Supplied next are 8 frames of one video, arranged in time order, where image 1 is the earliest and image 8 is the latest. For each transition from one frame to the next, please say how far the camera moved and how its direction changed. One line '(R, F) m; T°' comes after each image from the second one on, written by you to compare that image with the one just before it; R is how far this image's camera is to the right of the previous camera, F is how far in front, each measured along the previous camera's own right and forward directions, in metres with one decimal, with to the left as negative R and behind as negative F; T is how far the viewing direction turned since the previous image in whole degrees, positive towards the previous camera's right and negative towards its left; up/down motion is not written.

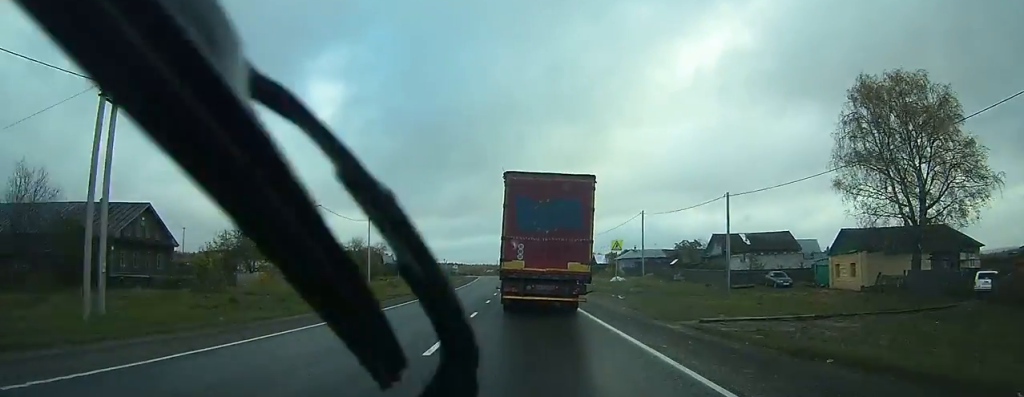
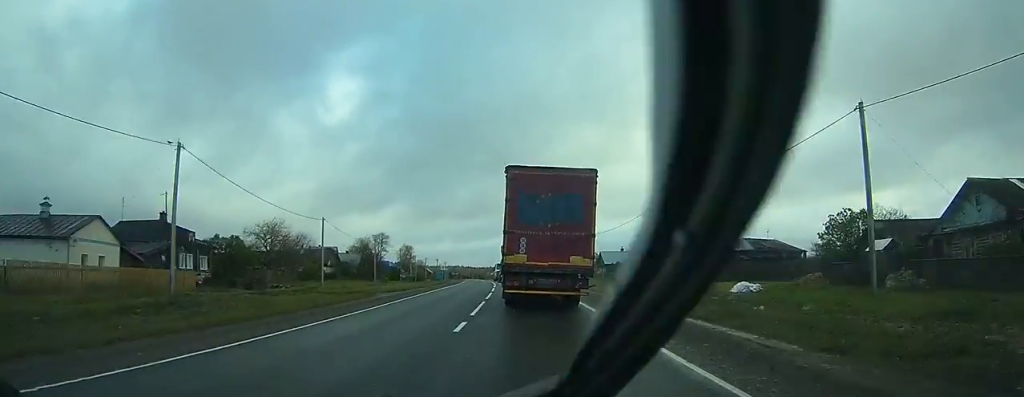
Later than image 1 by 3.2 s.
(-0.7, +44.2) m; -1°
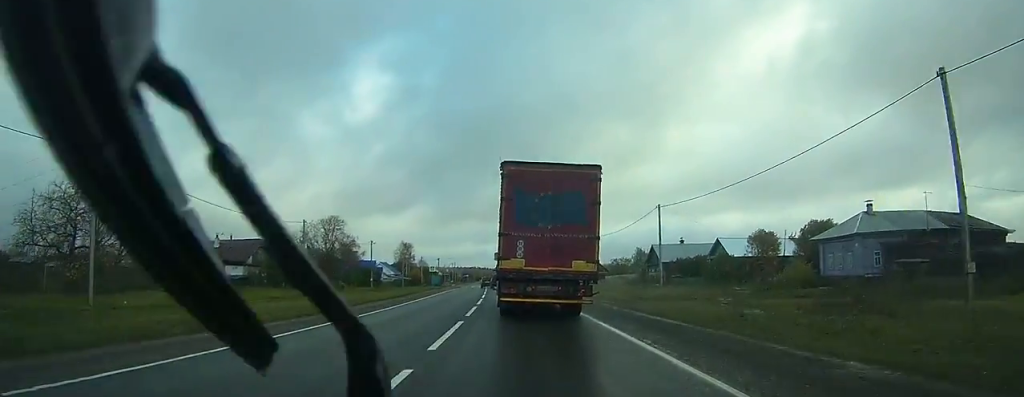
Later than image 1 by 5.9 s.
(-0.2, +37.0) m; -1°
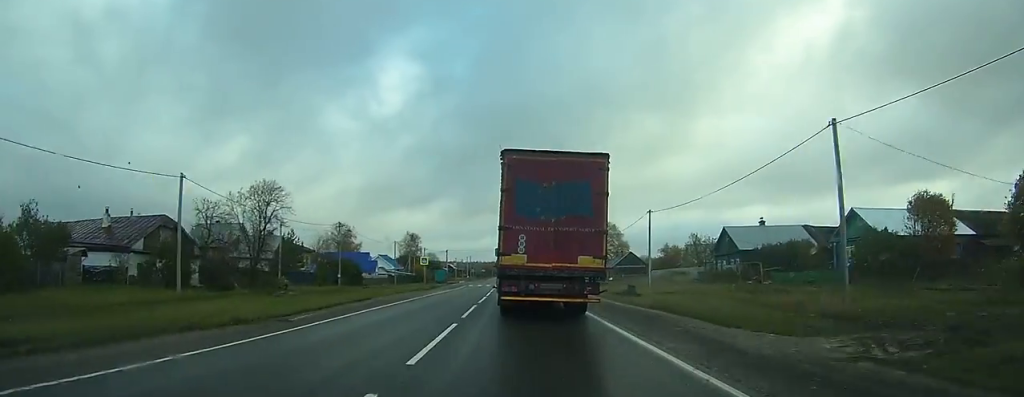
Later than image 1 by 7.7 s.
(-0.1, +25.7) m; -1°
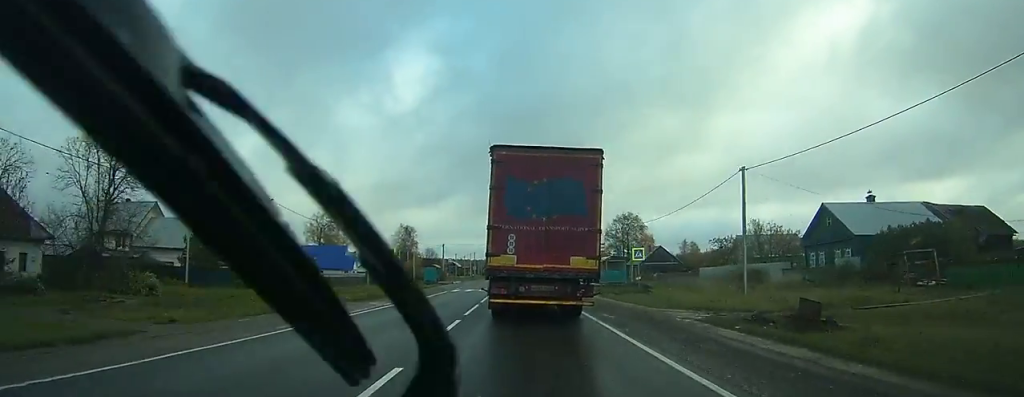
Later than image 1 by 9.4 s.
(-0.3, +22.6) m; -1°
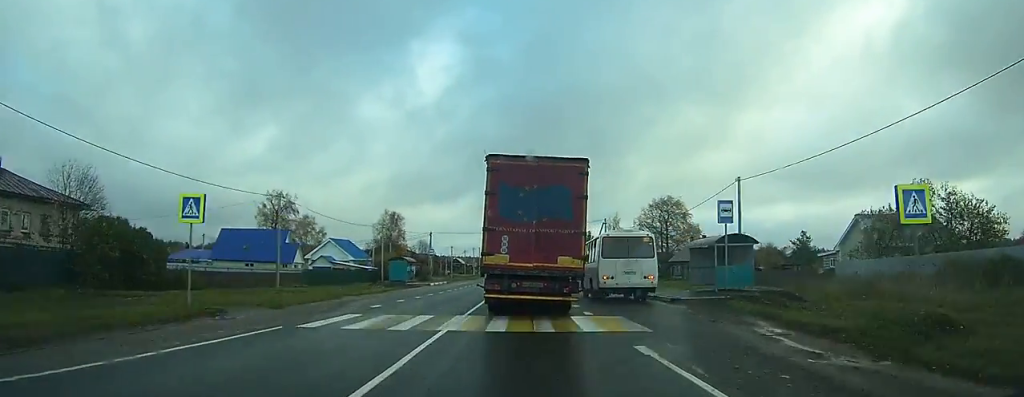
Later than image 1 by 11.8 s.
(-0.4, +32.4) m; -1°
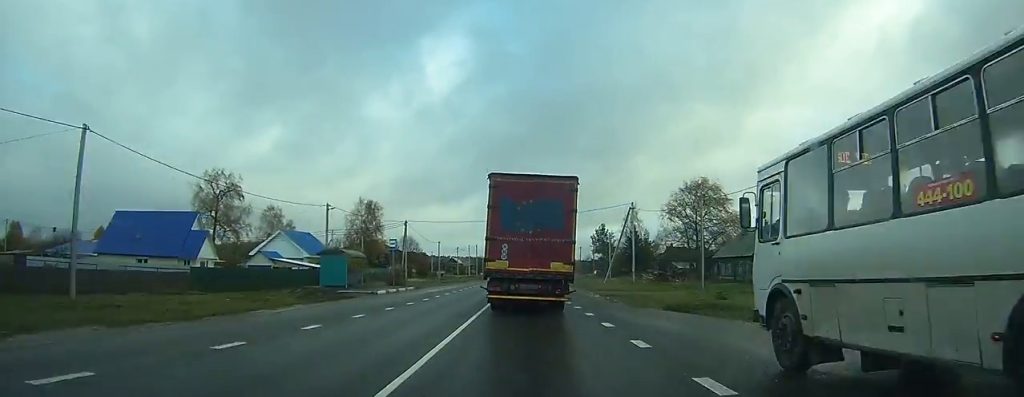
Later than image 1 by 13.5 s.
(-0.1, +23.7) m; 0°
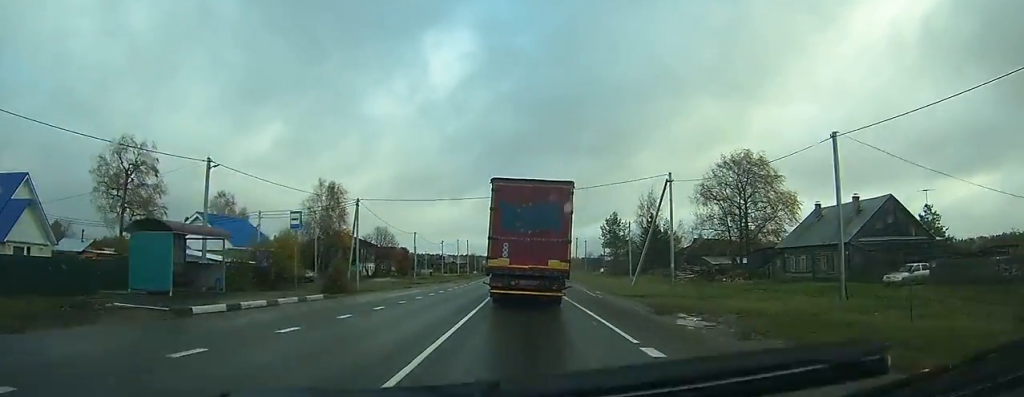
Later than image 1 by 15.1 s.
(0.0, +21.4) m; 0°
